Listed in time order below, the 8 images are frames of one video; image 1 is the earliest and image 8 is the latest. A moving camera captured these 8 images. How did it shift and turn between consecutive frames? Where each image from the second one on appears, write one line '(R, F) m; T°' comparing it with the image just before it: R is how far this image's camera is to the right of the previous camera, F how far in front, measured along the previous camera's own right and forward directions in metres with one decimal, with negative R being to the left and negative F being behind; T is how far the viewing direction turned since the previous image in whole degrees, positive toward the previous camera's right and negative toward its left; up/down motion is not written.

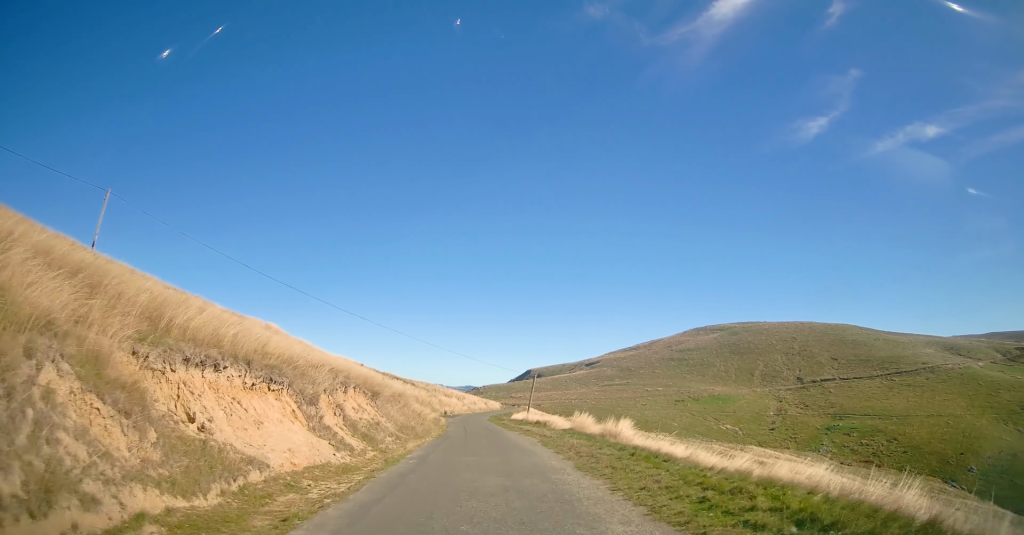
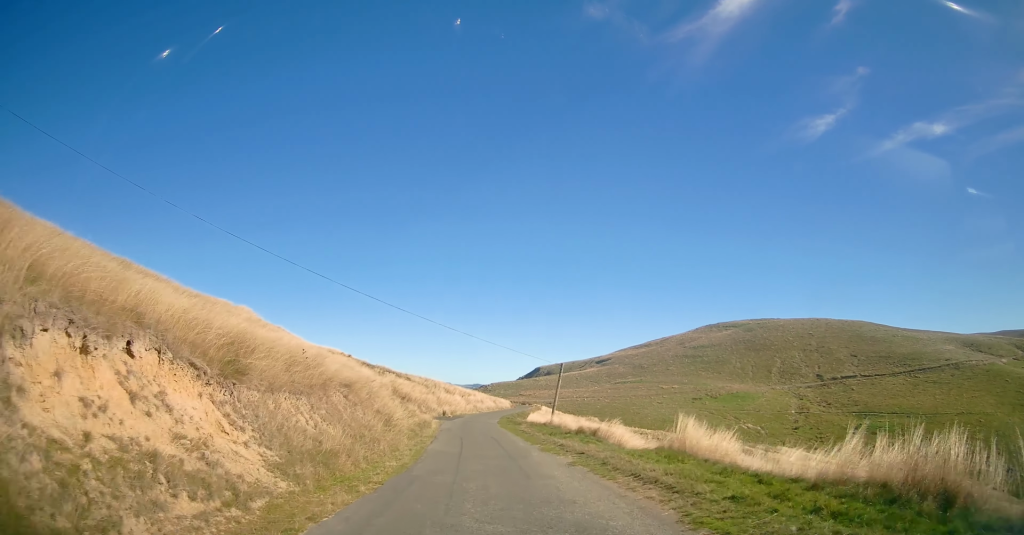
(-0.1, +15.6) m; -1°
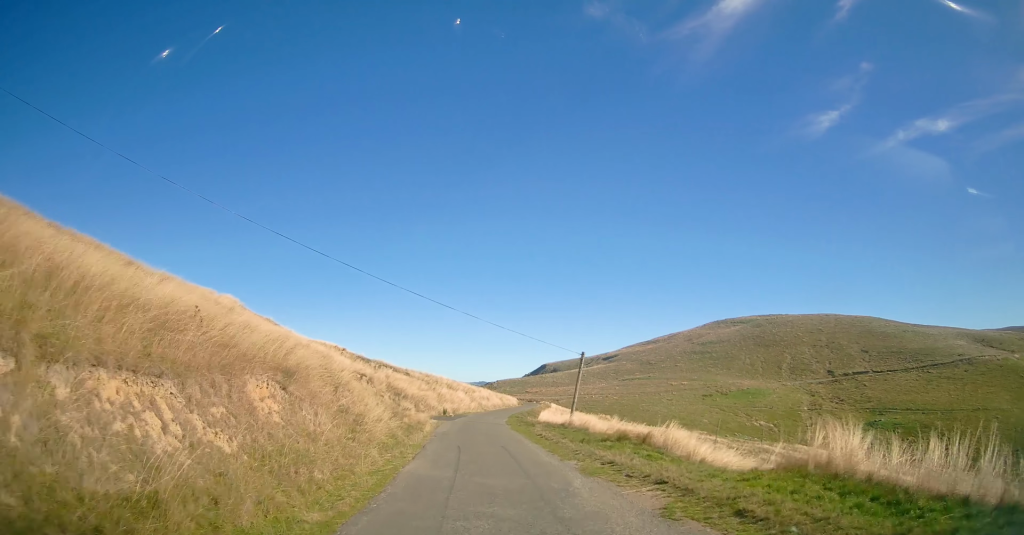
(0.0, +6.9) m; -1°
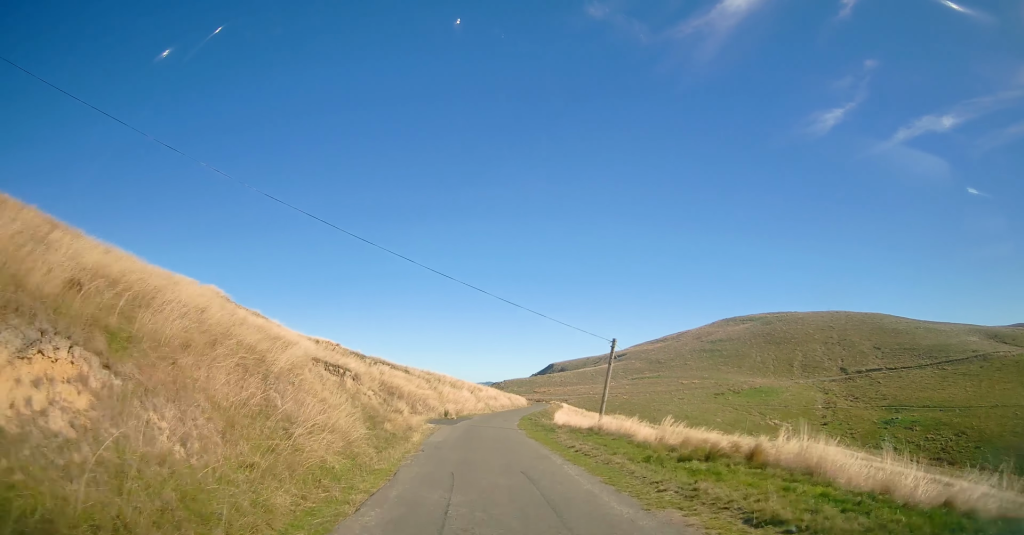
(-0.1, +7.4) m; -1°
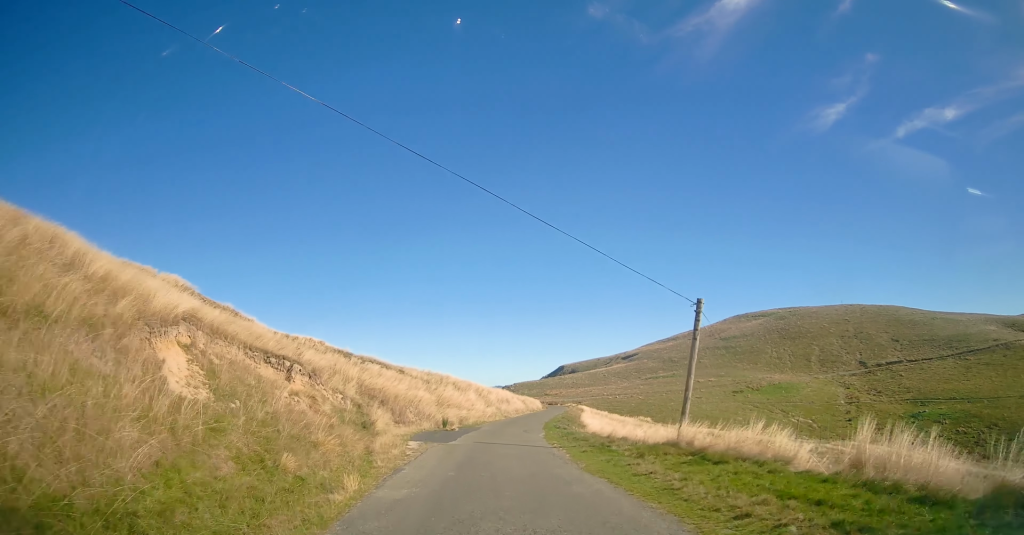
(-0.1, +11.1) m; -1°
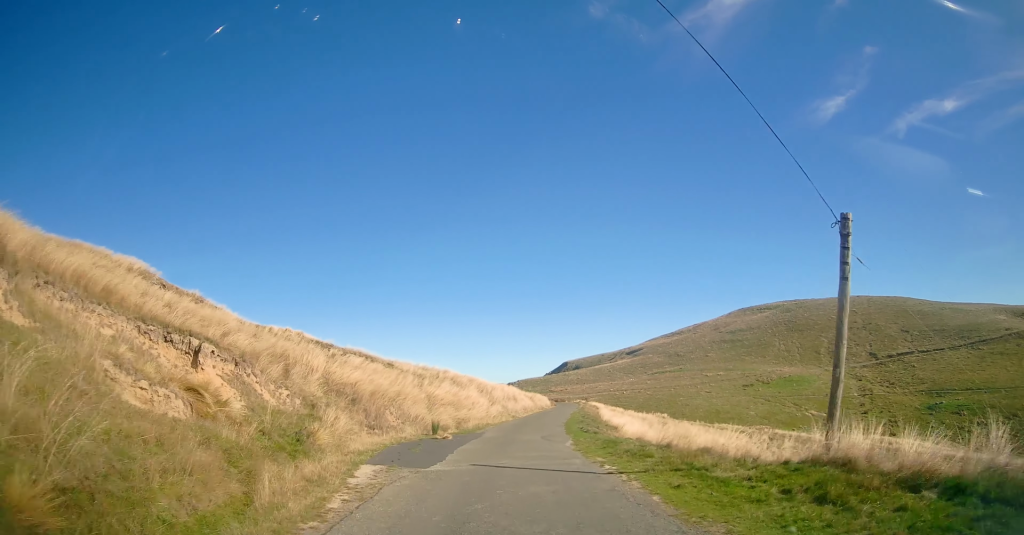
(0.0, +8.3) m; 0°
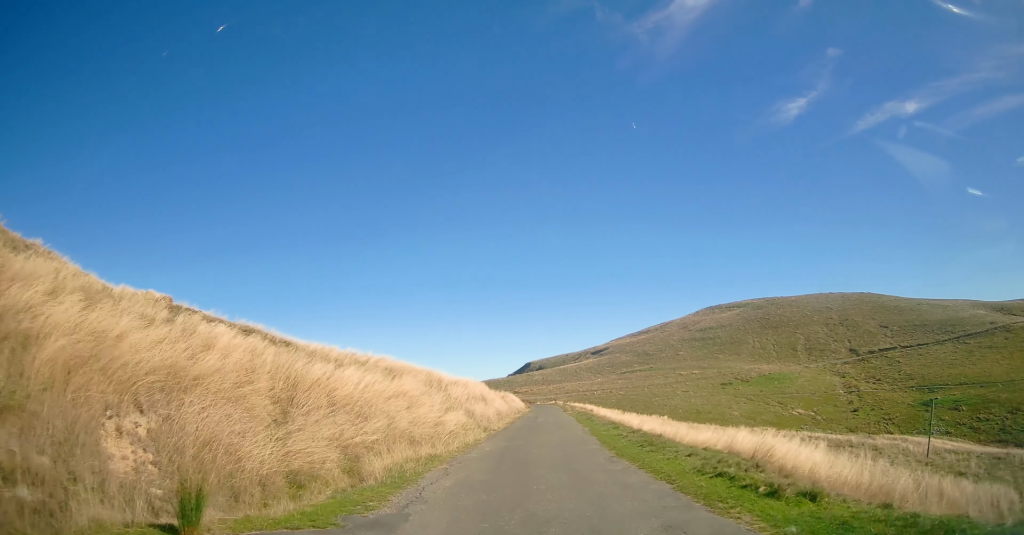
(+0.4, +19.0) m; +6°
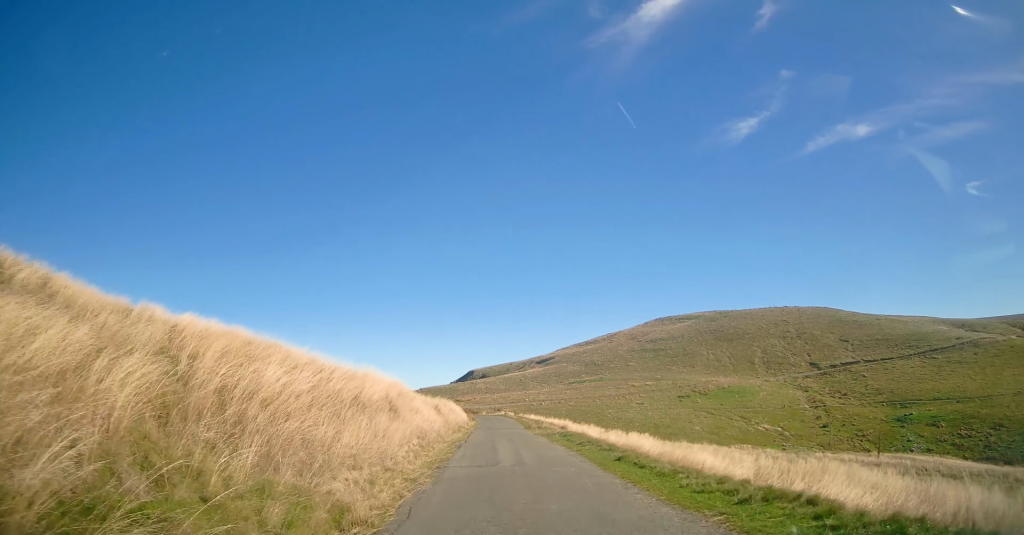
(+1.0, +18.3) m; +3°
